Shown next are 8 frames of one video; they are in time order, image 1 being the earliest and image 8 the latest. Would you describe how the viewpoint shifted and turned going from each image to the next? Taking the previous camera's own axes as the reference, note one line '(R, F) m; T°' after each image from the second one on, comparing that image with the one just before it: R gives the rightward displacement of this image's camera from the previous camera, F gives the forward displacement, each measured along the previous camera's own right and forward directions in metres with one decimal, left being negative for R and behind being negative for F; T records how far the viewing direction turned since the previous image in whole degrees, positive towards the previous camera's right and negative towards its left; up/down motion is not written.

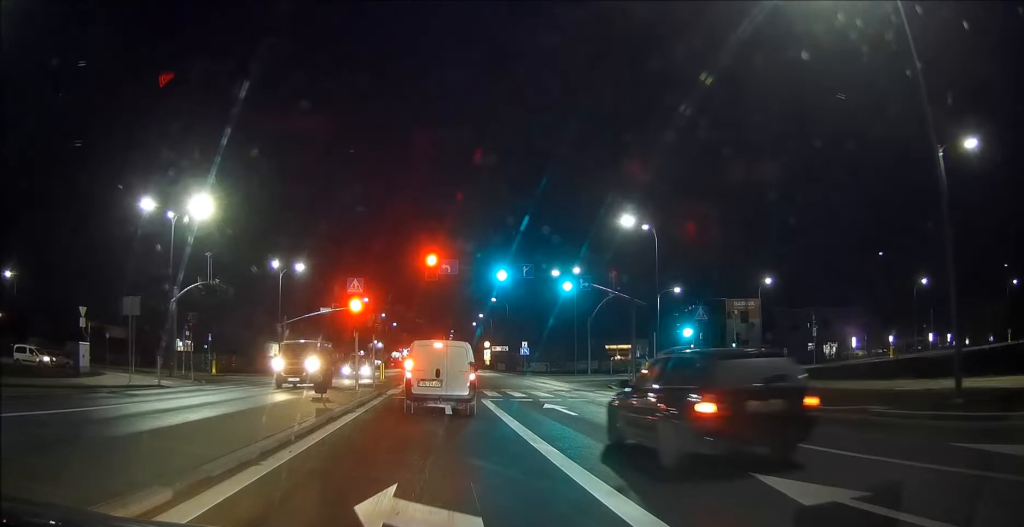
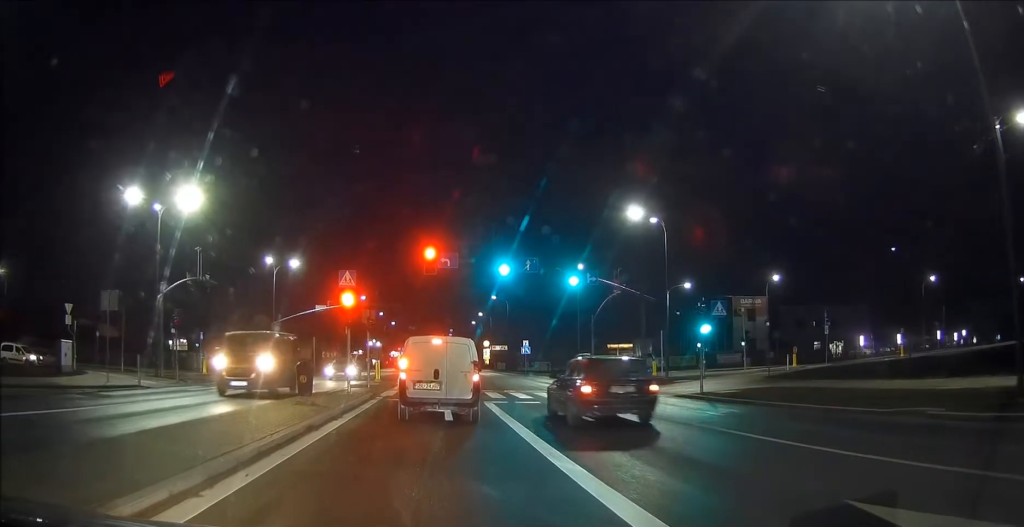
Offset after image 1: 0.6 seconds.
(+0.1, +2.1) m; +1°
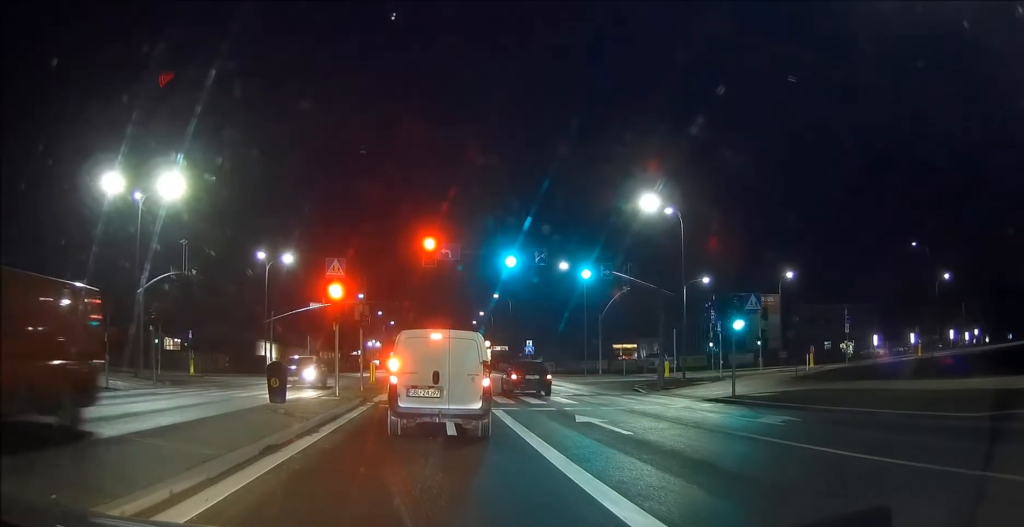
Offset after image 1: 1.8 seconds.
(+0.1, +3.2) m; -1°
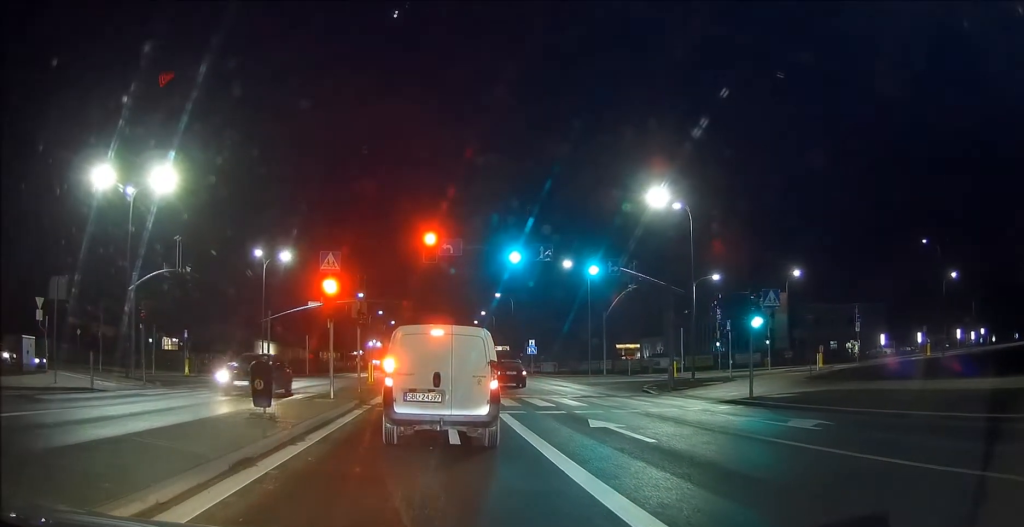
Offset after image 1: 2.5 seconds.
(0.0, +1.4) m; -2°
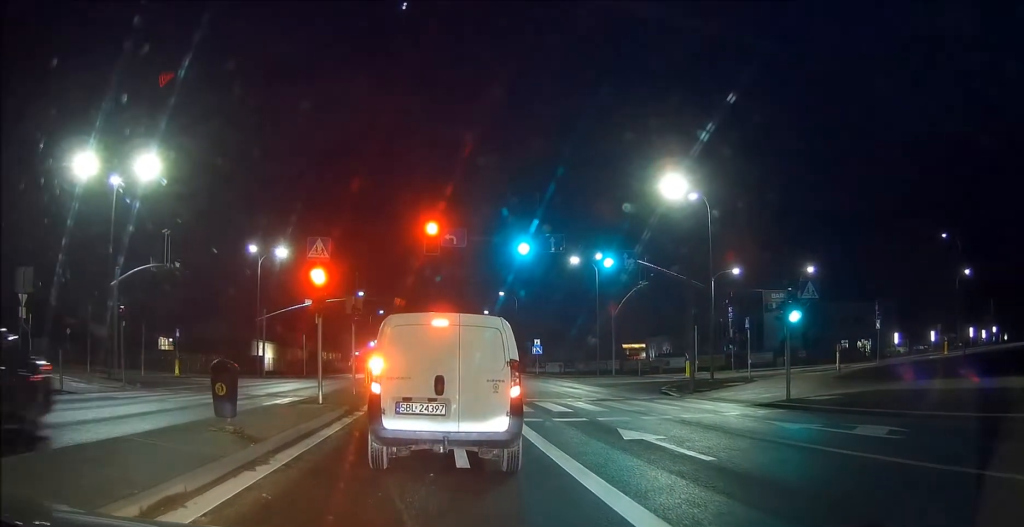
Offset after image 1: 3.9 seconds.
(-0.1, +2.1) m; -2°
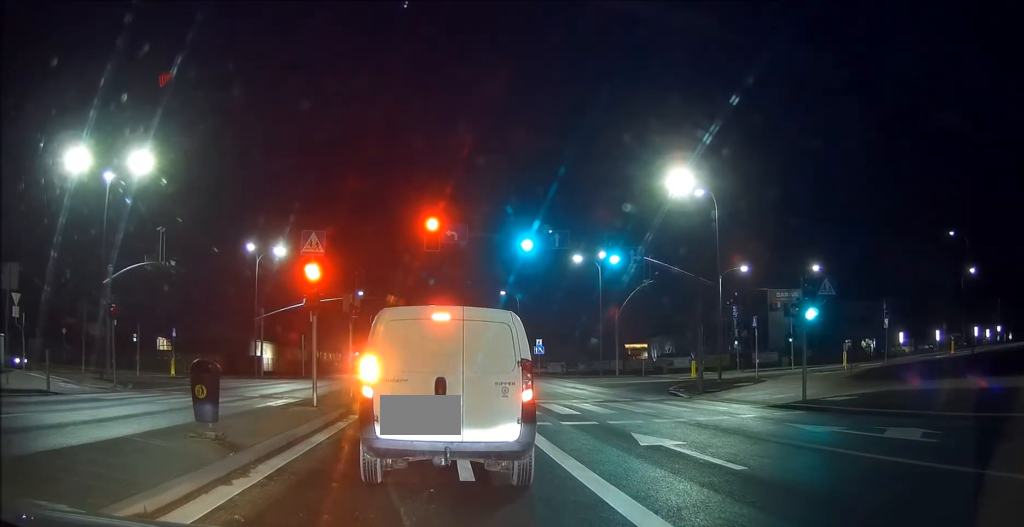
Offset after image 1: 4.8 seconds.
(0.0, +0.8) m; 0°
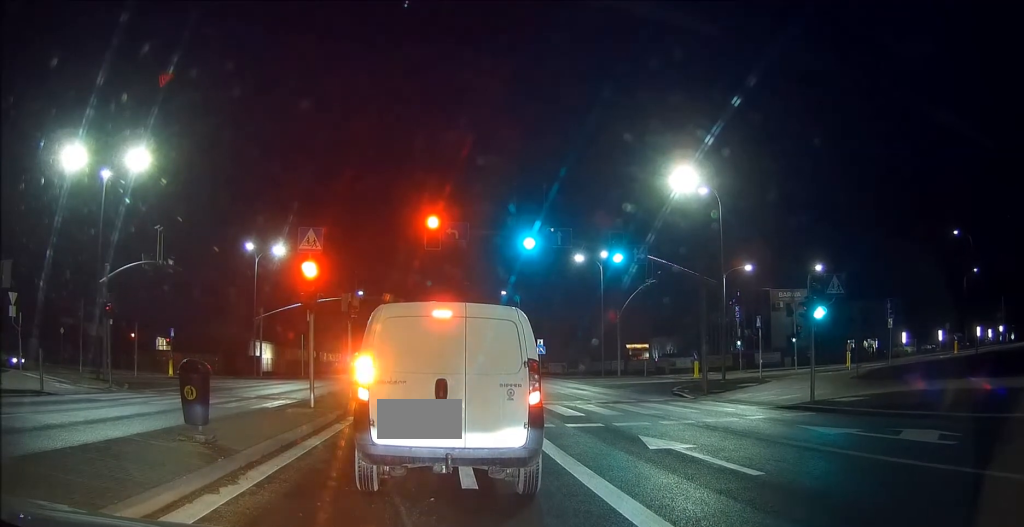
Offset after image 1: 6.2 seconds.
(0.0, +1.0) m; 0°
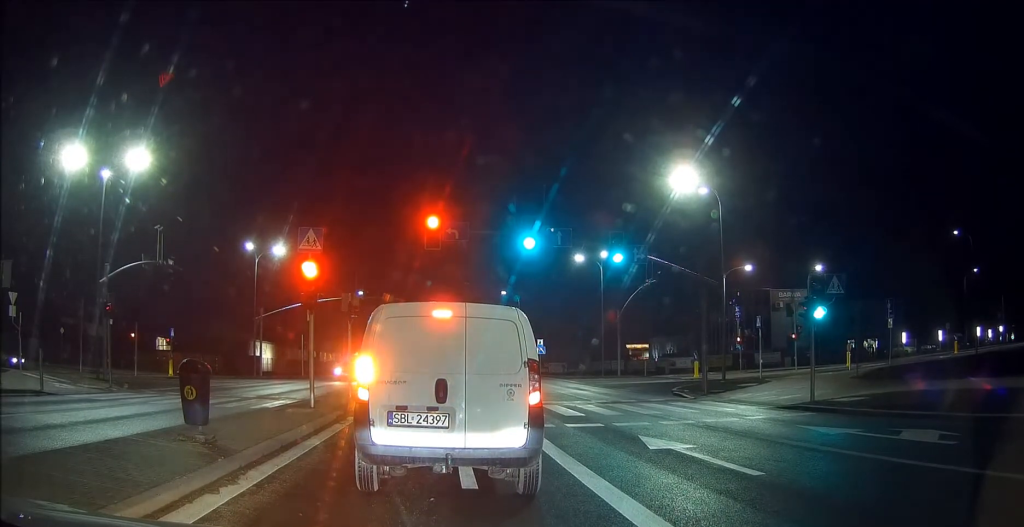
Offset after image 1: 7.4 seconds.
(+0.3, +0.2) m; 0°
